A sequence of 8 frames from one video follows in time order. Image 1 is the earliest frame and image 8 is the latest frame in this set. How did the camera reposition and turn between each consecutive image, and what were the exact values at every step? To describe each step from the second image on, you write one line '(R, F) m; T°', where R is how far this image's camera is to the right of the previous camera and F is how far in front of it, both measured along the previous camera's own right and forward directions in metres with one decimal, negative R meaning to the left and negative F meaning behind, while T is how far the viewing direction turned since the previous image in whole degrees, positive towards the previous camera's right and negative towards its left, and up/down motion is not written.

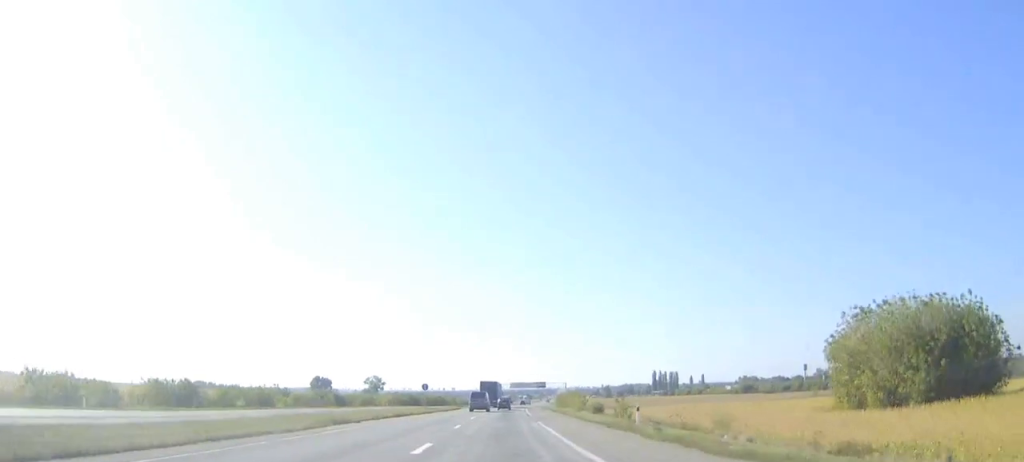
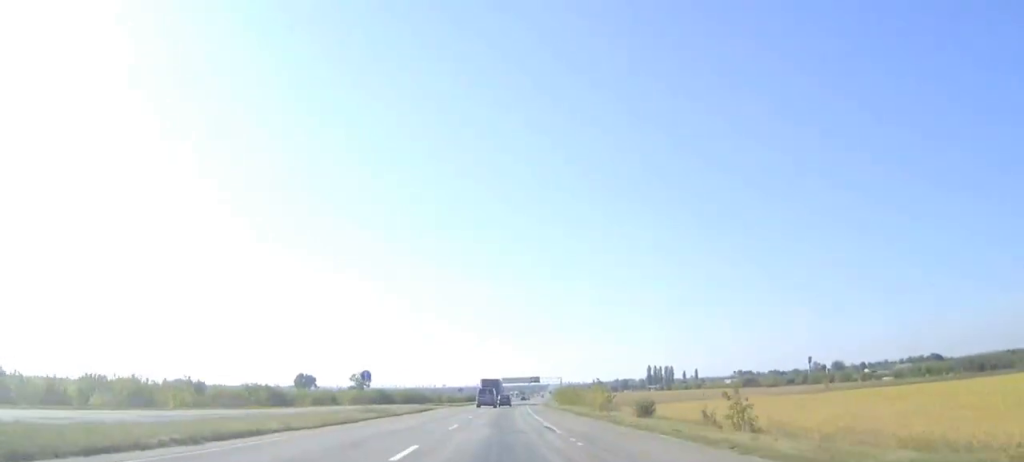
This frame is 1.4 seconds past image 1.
(+0.2, +34.2) m; +1°
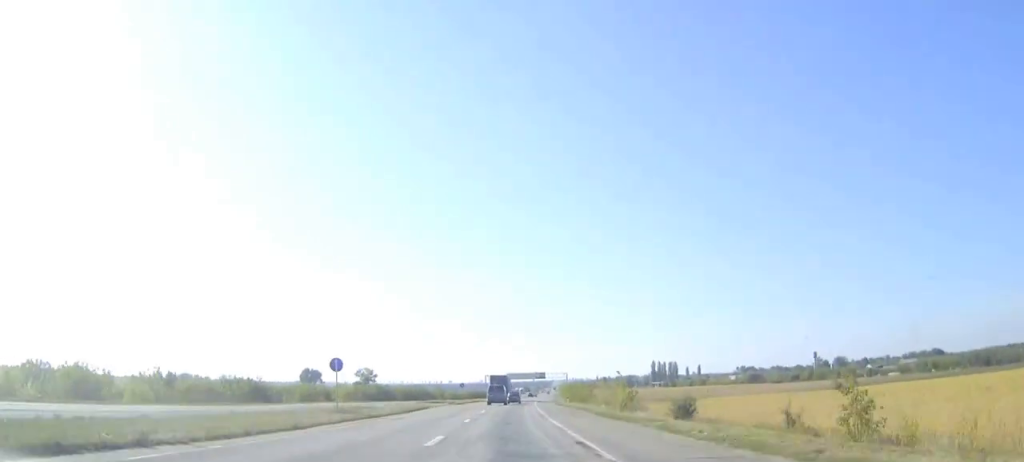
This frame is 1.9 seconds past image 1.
(0.0, +11.5) m; 0°
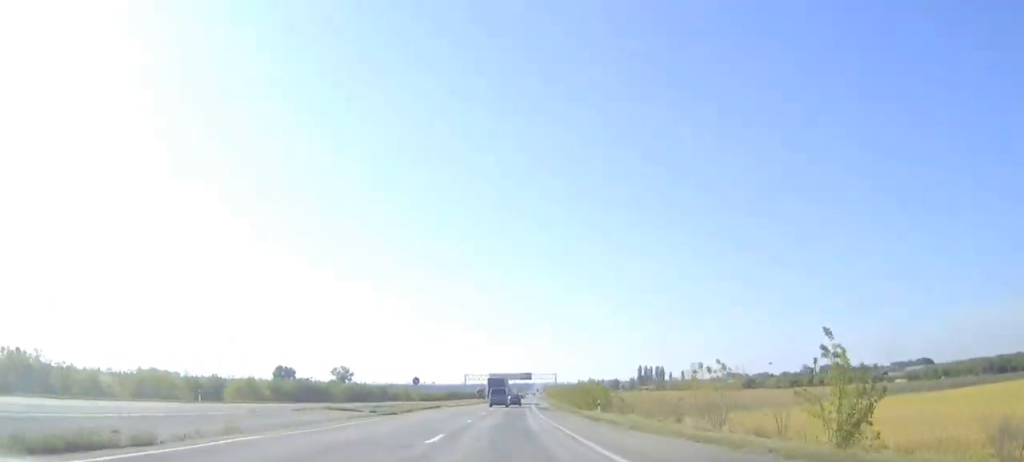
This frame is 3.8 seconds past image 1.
(+0.3, +47.4) m; +1°
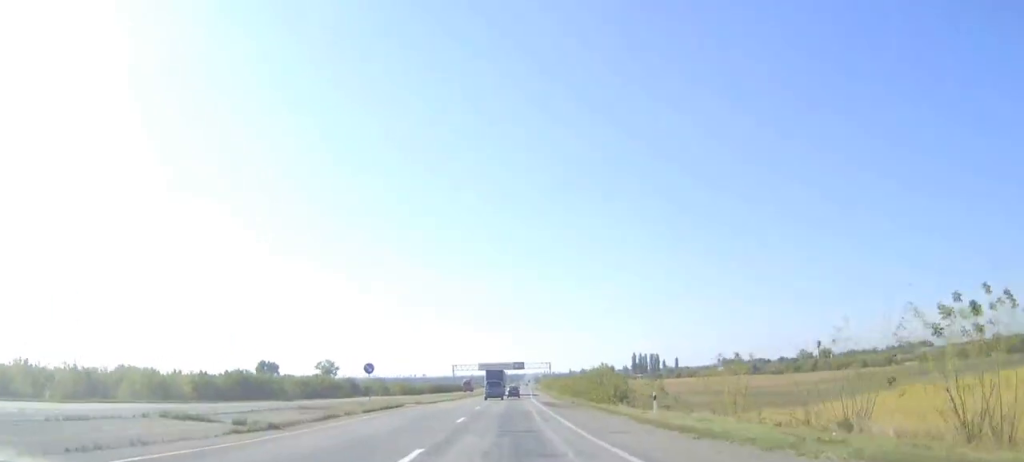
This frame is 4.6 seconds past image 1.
(+0.1, +21.9) m; +1°
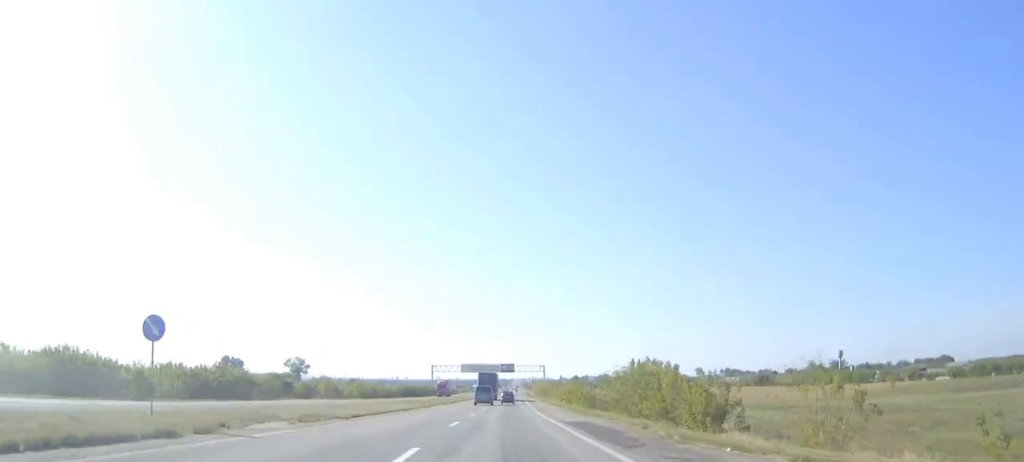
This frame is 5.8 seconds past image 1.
(+0.2, +30.3) m; +1°
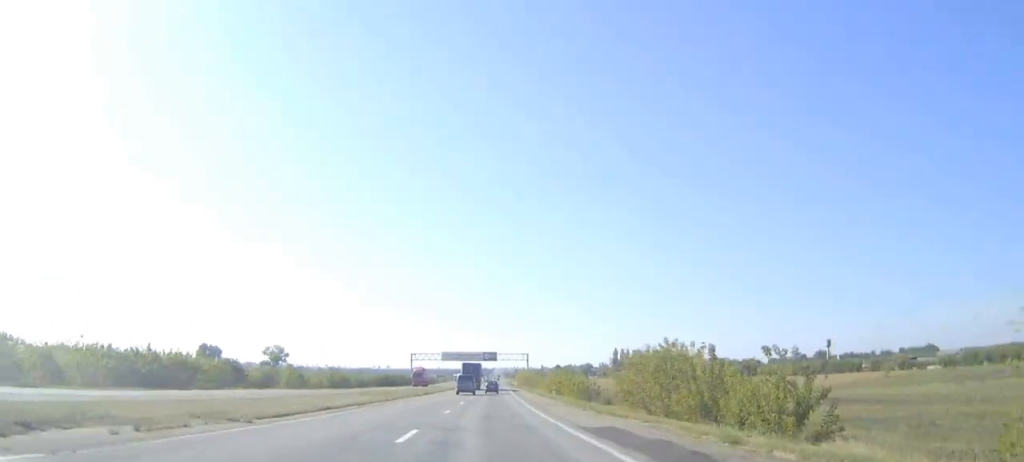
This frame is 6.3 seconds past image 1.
(+0.1, +11.7) m; 0°
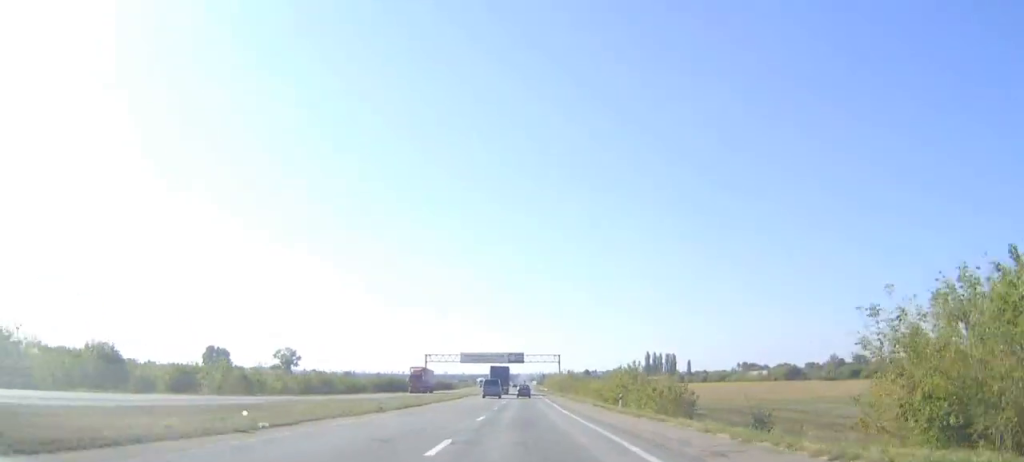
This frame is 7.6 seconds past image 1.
(+0.2, +32.7) m; +1°
